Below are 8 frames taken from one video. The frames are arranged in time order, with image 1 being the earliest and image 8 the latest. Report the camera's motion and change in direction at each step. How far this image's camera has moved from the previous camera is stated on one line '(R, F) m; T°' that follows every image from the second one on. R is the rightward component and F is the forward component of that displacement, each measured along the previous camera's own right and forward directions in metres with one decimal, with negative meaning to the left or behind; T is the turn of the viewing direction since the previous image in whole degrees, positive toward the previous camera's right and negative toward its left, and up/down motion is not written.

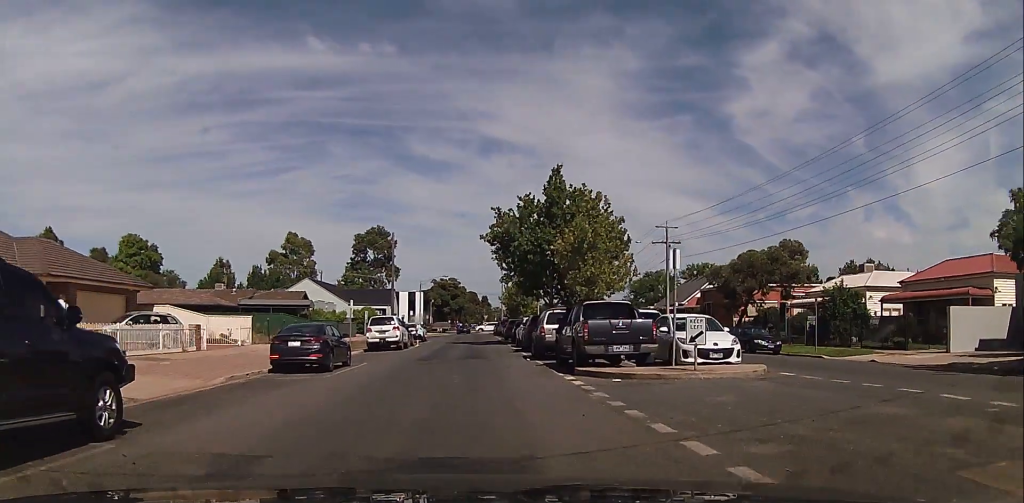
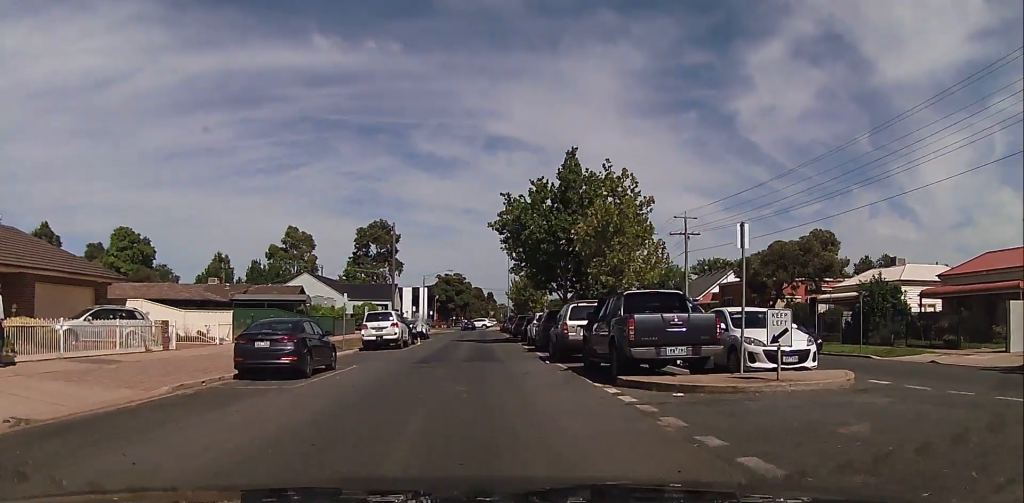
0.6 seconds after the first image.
(-0.2, +3.2) m; +2°
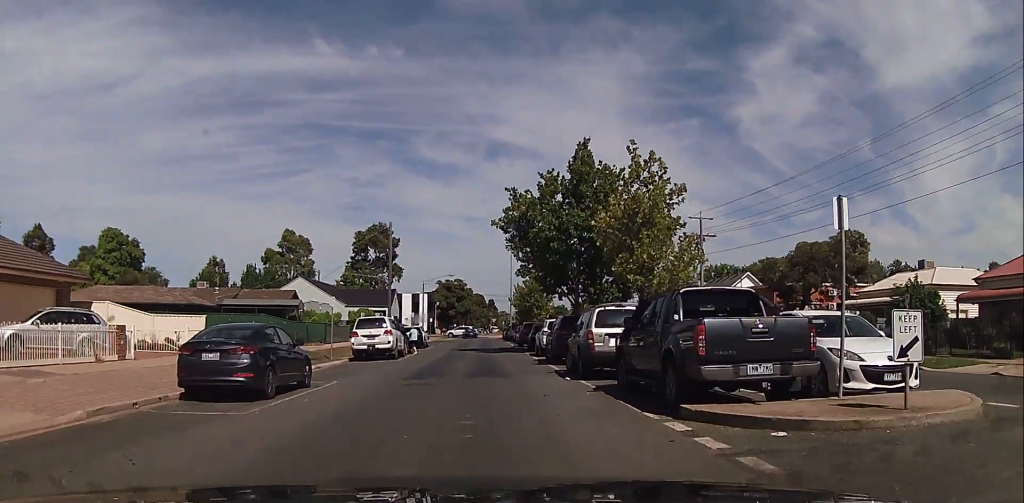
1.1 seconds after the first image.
(+0.2, +3.1) m; +2°
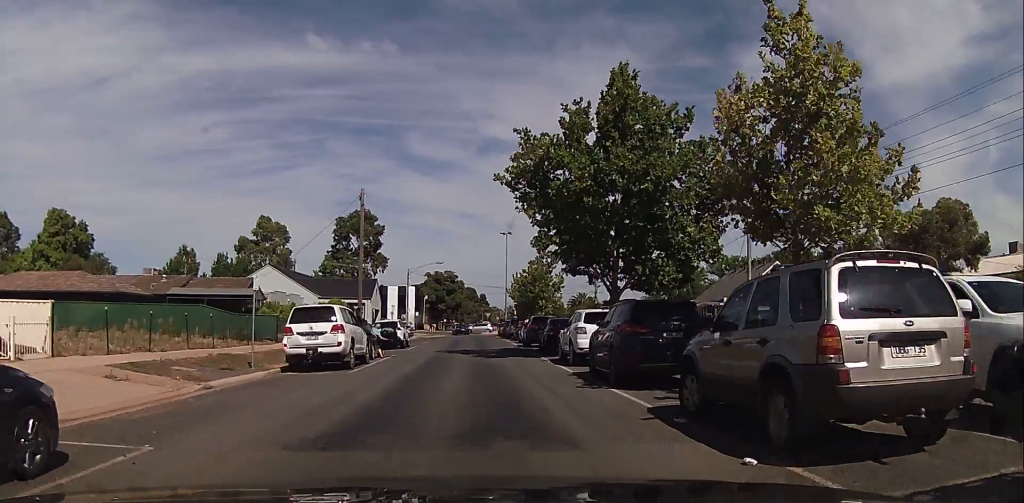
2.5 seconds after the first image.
(+0.3, +9.5) m; +1°
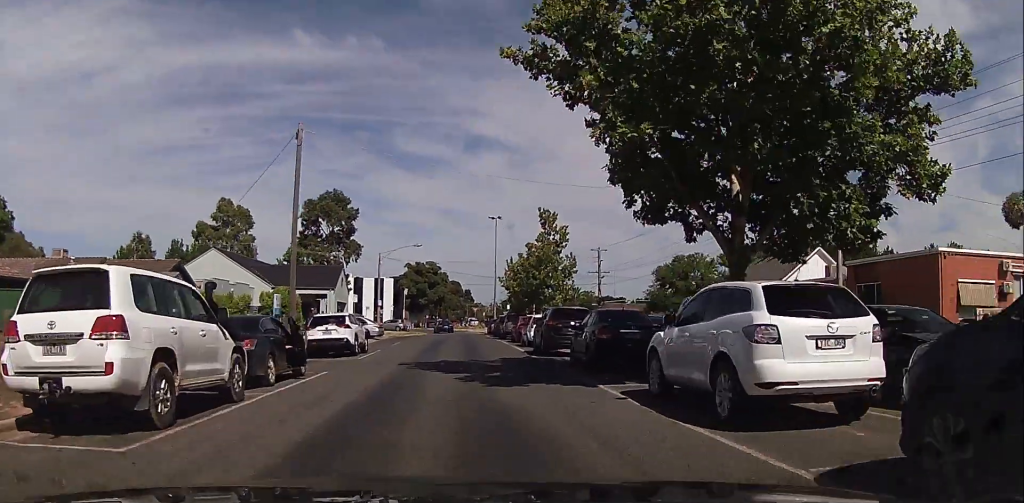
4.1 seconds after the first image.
(-0.1, +11.9) m; 0°
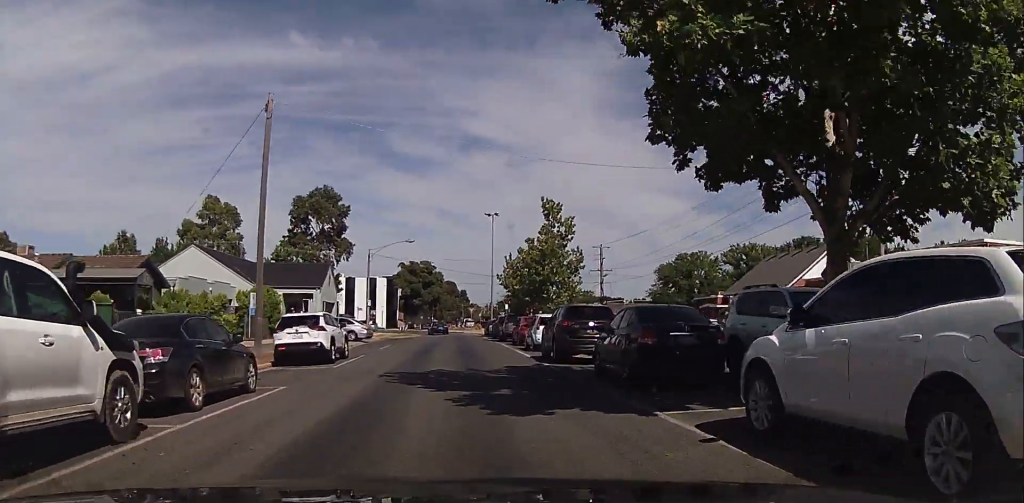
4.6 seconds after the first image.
(0.0, +3.8) m; 0°
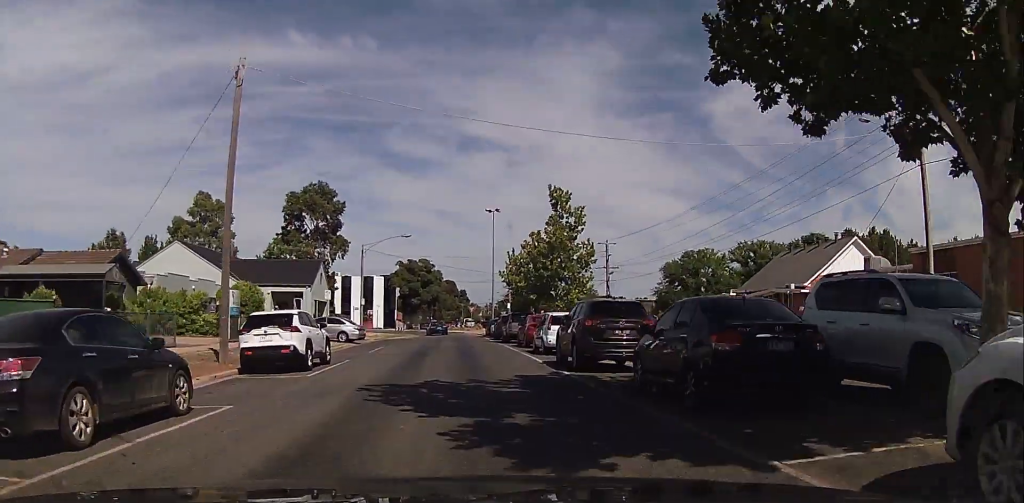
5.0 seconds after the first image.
(0.0, +3.3) m; 0°
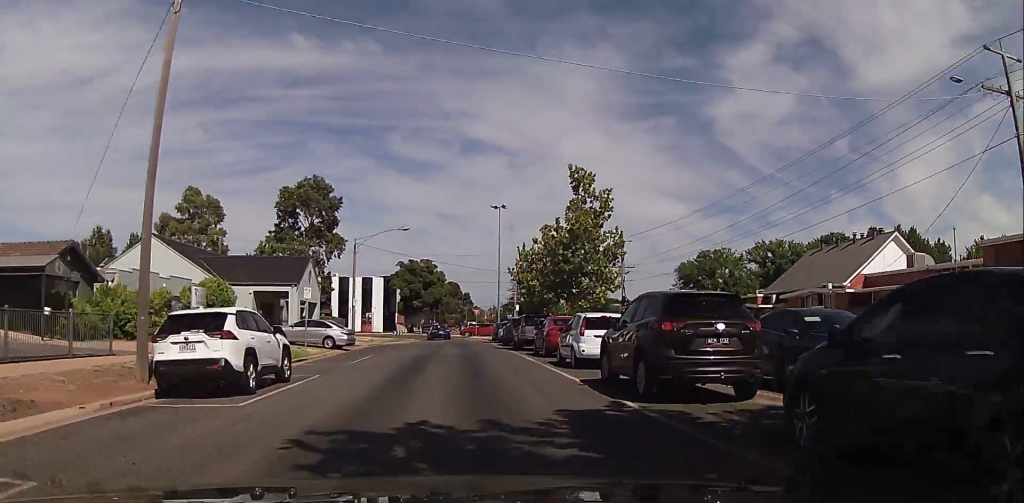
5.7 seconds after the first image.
(0.0, +5.3) m; 0°
